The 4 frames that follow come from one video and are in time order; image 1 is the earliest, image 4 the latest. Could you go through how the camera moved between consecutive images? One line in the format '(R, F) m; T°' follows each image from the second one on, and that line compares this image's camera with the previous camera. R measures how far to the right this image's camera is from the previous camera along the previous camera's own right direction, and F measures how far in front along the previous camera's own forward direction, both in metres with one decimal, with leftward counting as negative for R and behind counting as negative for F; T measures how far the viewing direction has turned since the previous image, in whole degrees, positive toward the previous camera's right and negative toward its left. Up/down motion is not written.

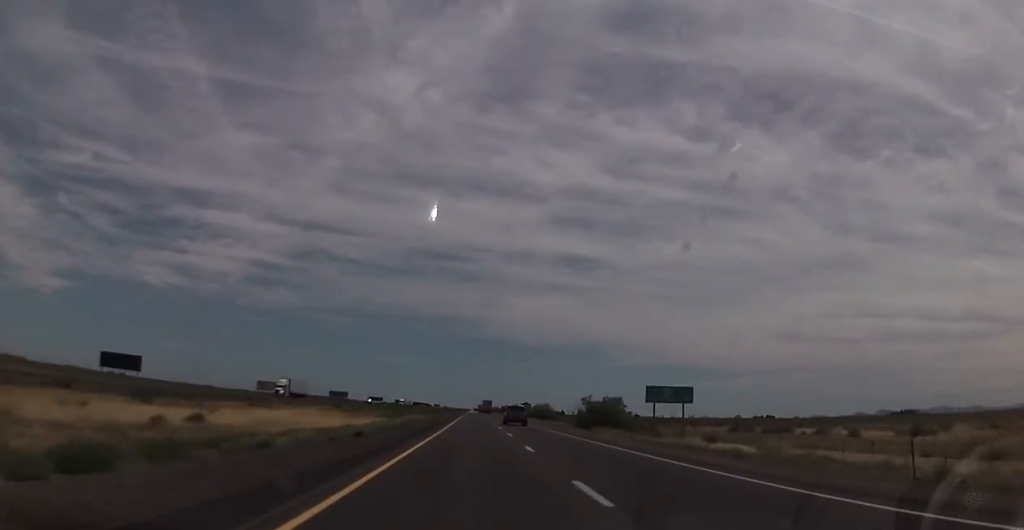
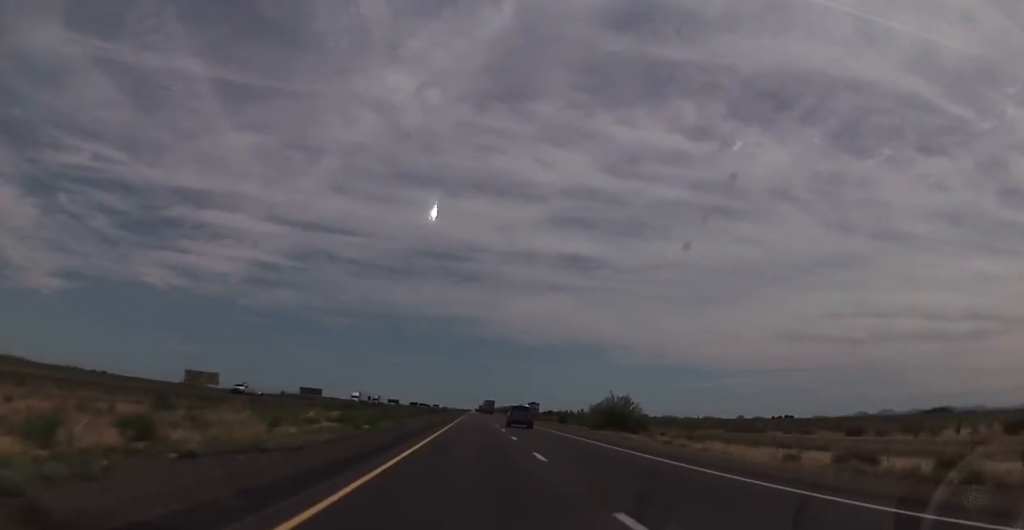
(-0.8, +76.7) m; -1°
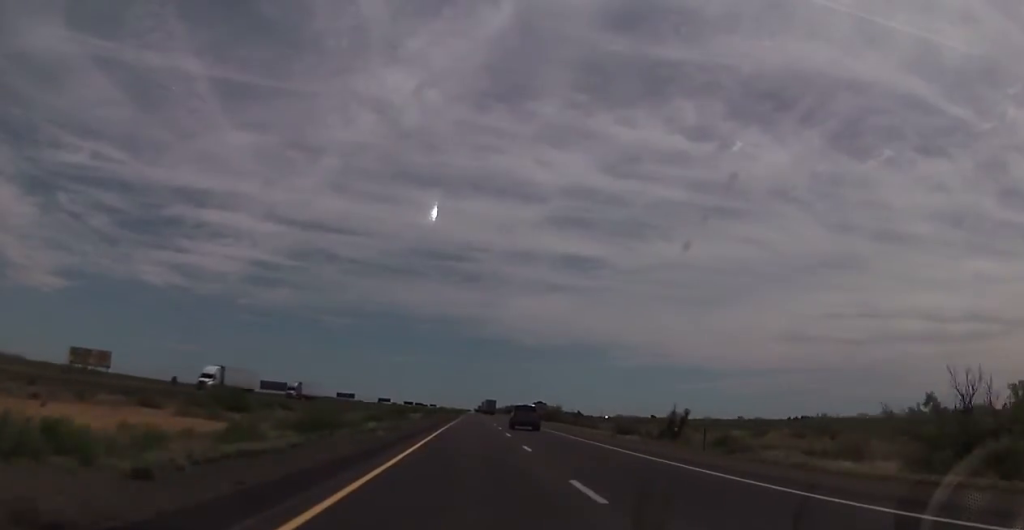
(0.0, +68.3) m; 0°
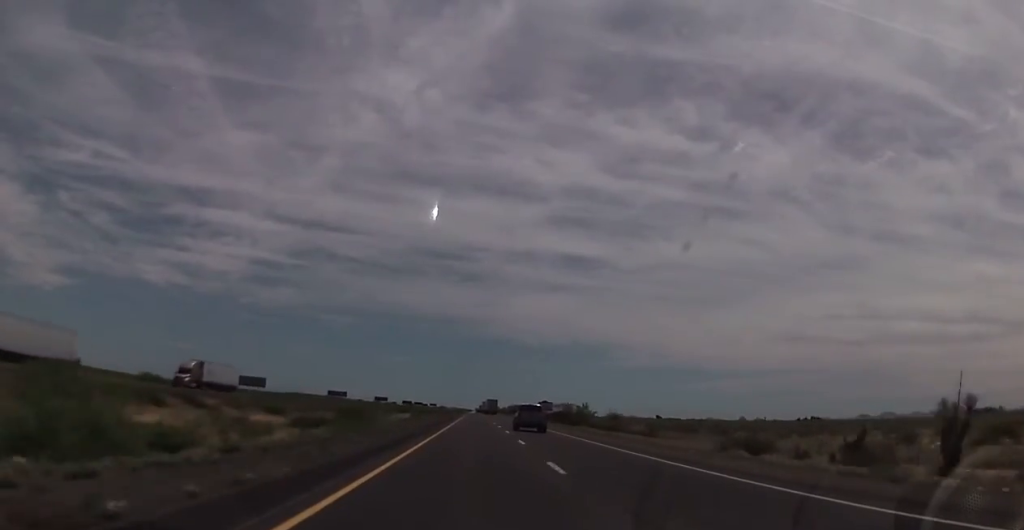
(+0.2, +32.0) m; 0°
